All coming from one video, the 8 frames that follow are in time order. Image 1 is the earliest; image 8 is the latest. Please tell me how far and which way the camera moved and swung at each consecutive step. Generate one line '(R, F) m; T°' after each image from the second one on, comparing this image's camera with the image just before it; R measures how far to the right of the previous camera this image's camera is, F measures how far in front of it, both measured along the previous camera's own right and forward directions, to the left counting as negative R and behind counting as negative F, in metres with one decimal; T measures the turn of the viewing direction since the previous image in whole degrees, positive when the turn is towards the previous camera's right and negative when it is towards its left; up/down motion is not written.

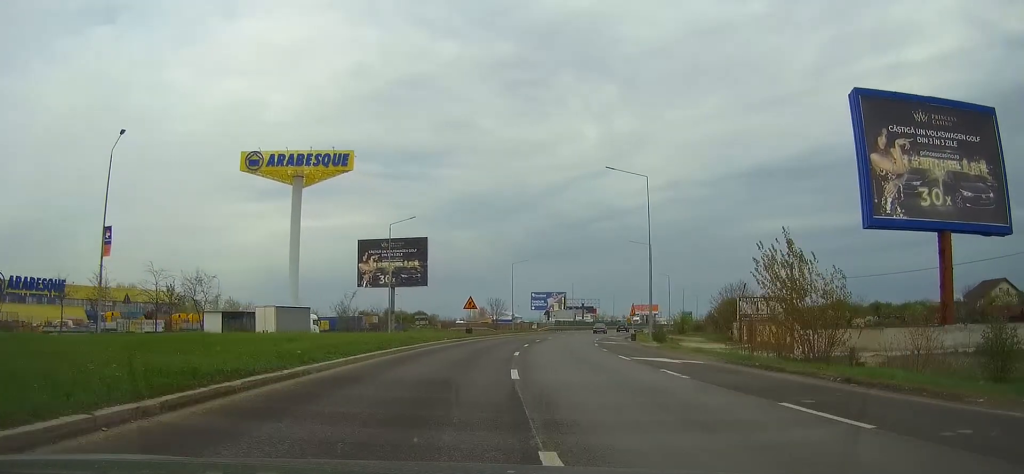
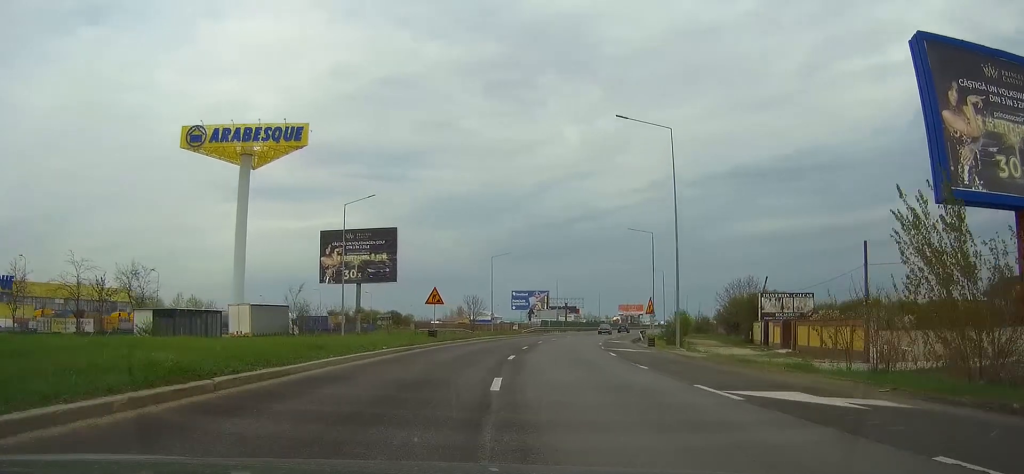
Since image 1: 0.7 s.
(0.0, +13.9) m; +2°
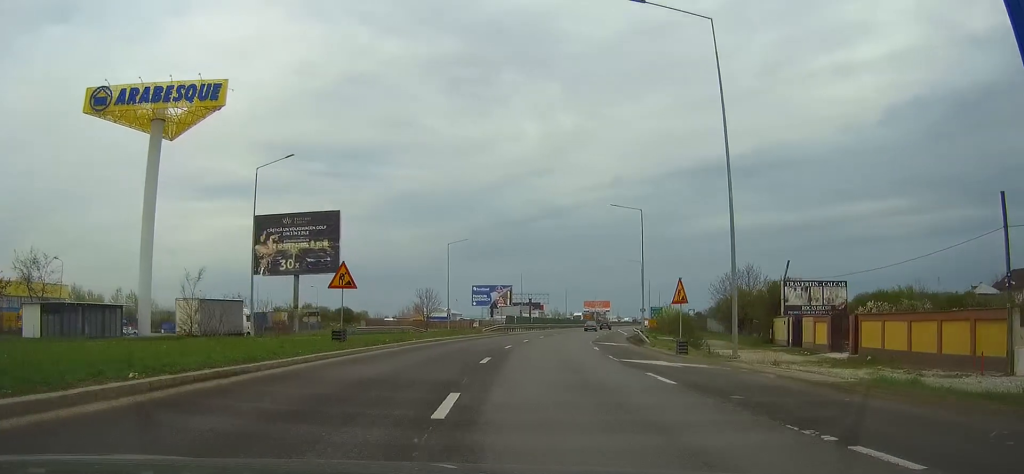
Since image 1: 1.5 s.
(+0.2, +15.1) m; +2°
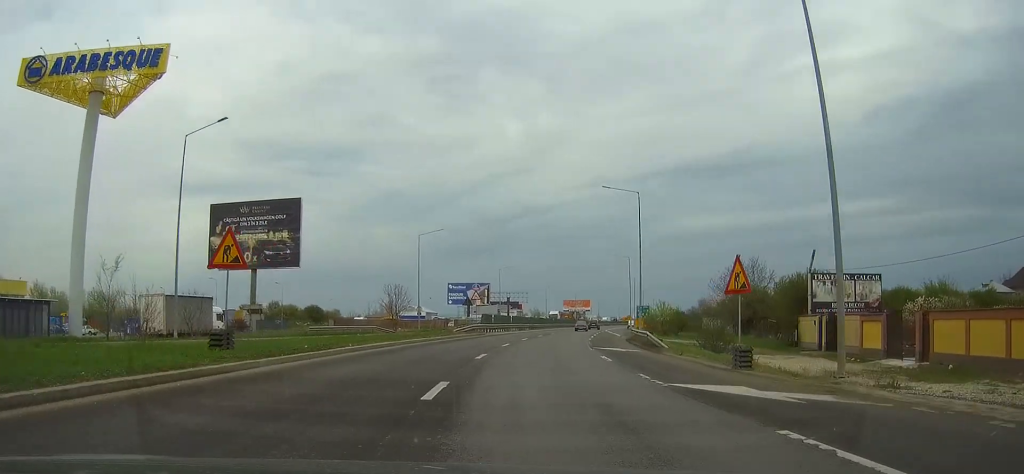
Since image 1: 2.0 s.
(+0.2, +9.5) m; +2°
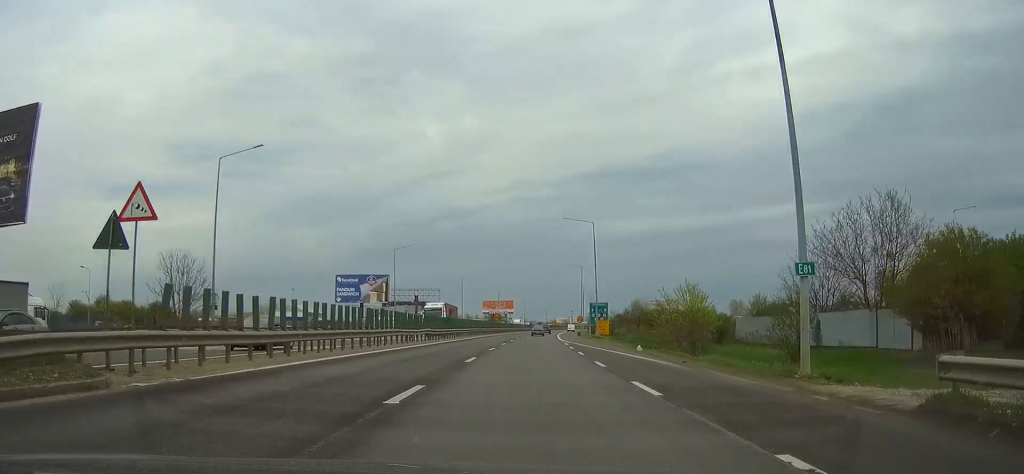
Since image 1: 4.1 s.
(+2.6, +46.2) m; +7°
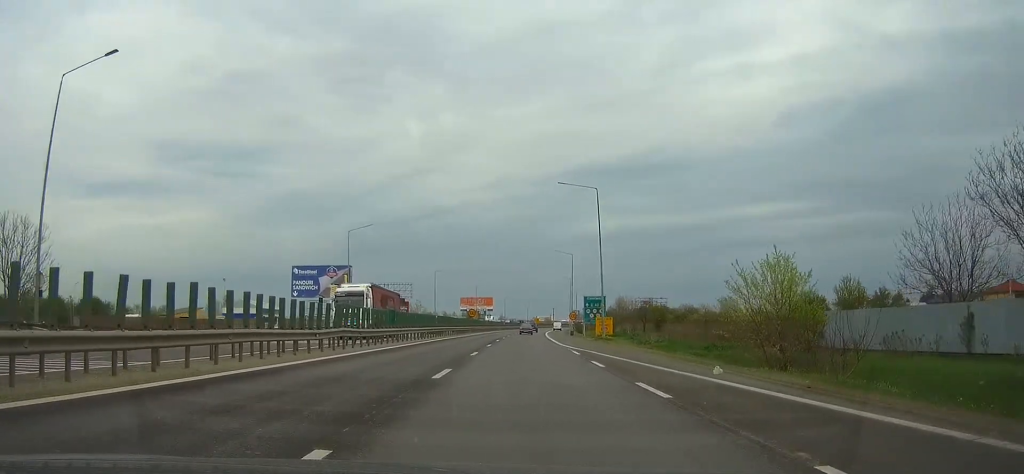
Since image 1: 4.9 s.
(+0.5, +18.5) m; +2°
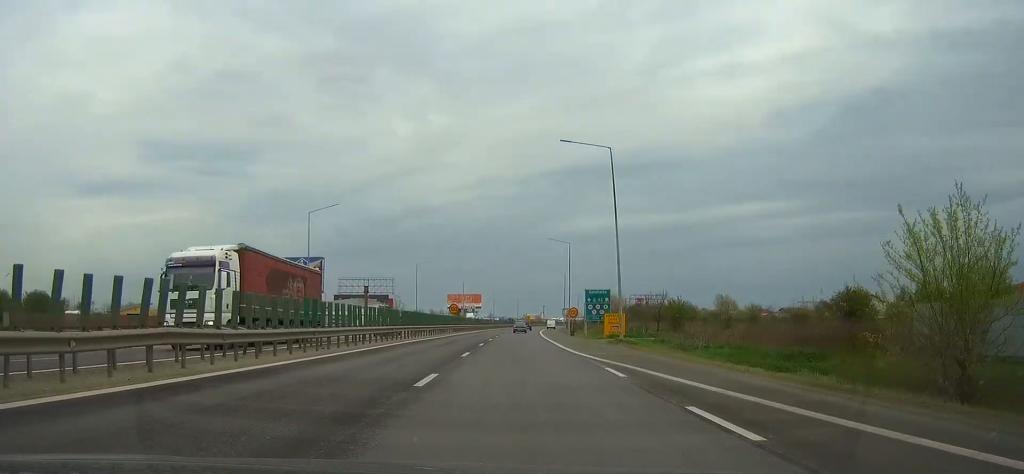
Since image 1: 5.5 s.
(+0.2, +13.4) m; +1°
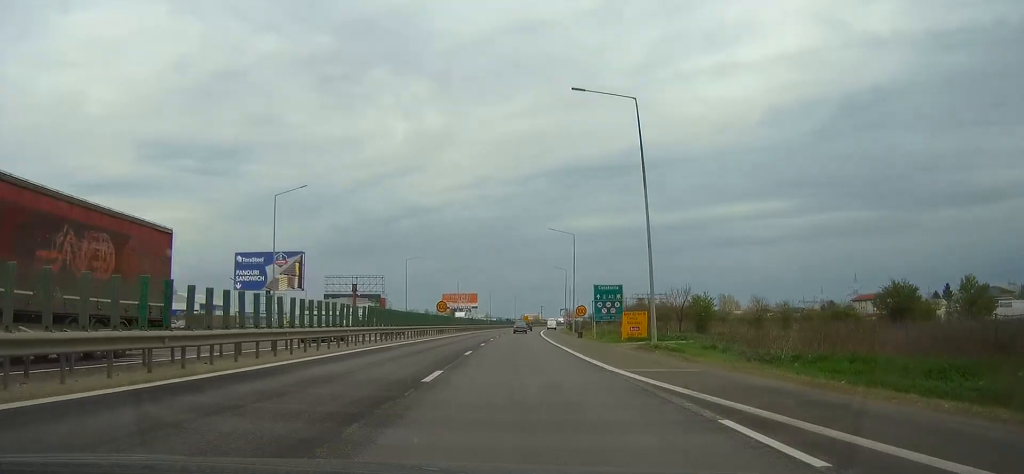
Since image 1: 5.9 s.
(+0.1, +10.4) m; +1°
